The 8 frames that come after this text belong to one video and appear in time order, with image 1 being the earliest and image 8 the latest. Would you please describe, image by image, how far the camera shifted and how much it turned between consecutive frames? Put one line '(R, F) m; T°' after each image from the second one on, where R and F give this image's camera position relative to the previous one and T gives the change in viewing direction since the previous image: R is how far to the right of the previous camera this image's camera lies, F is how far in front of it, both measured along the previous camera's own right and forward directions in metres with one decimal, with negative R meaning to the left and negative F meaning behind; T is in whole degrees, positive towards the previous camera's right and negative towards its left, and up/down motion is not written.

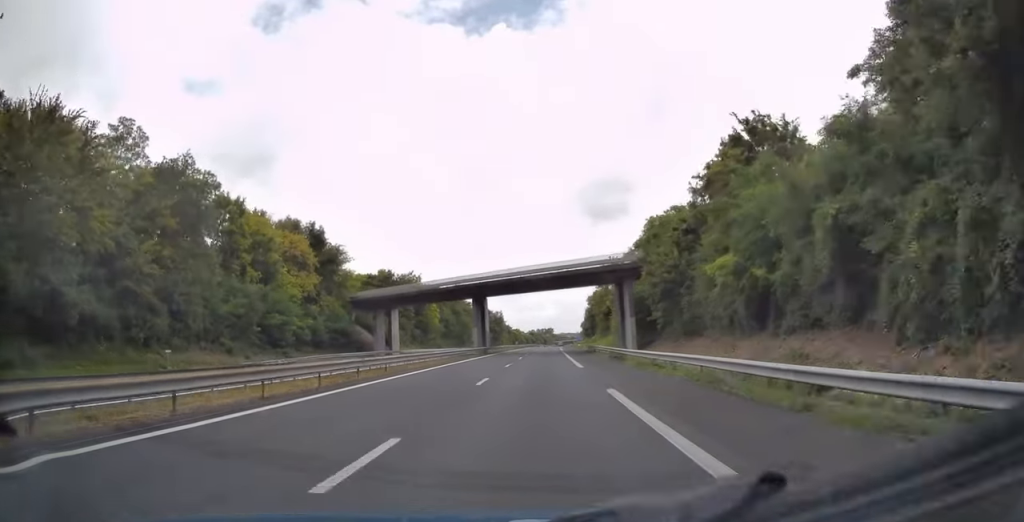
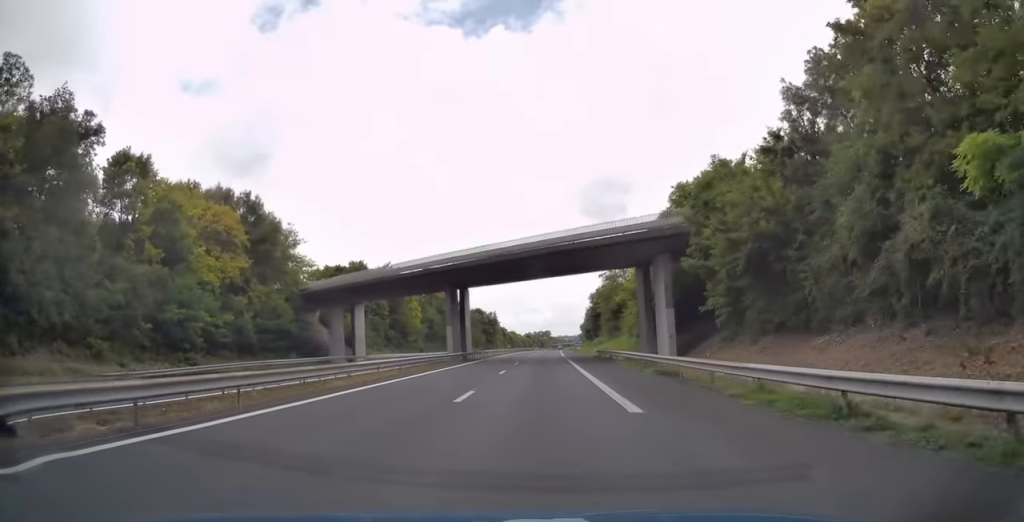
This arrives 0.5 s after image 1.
(0.0, +17.2) m; 0°
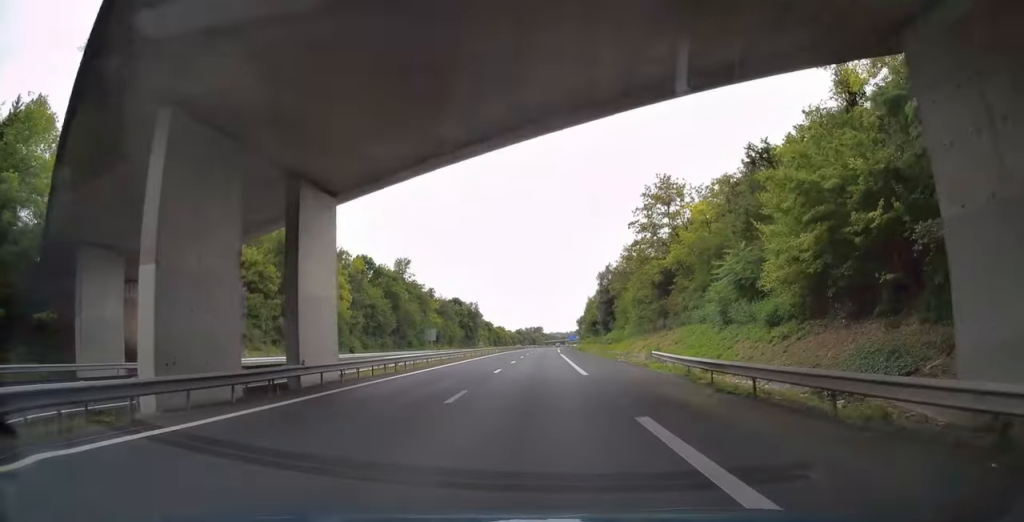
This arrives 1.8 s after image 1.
(+0.4, +39.9) m; +1°
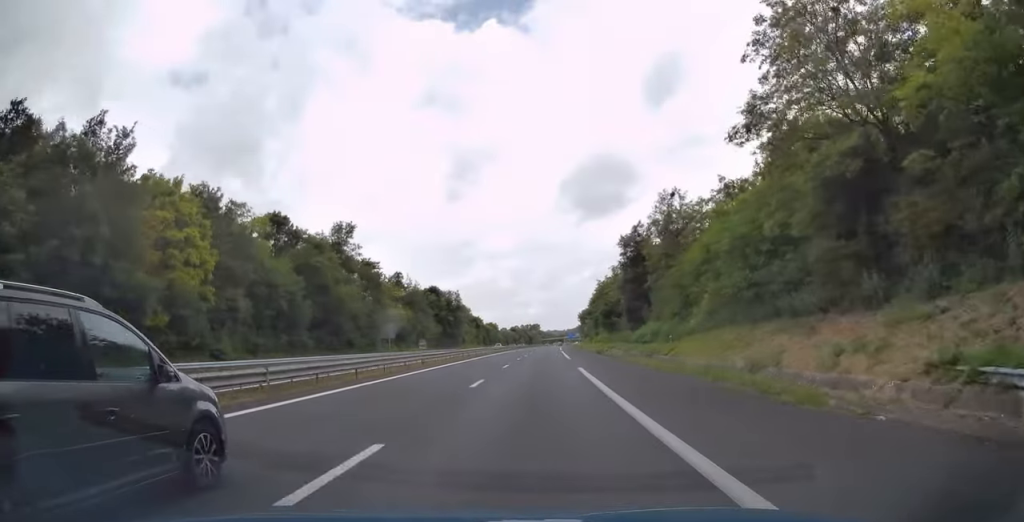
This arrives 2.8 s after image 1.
(+0.2, +34.7) m; 0°
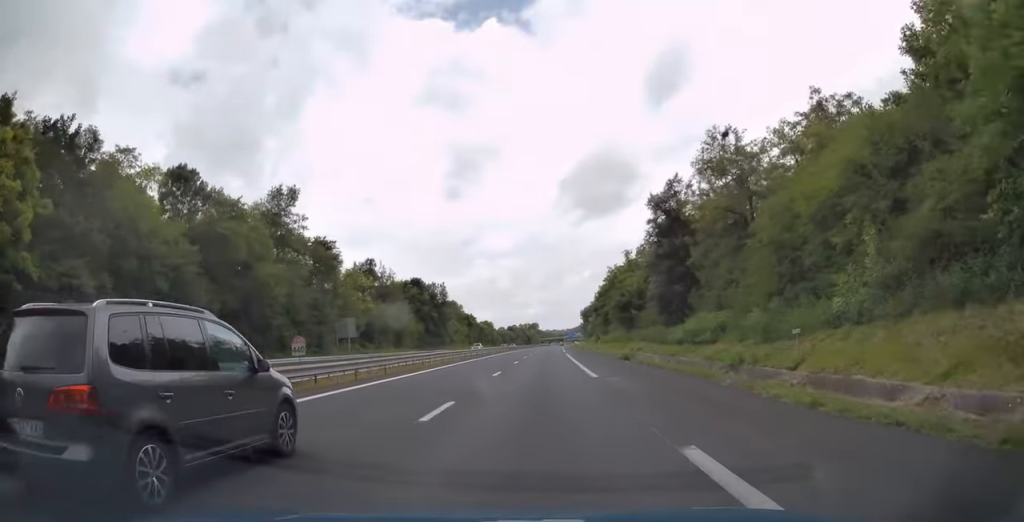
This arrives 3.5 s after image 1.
(+0.1, +20.7) m; 0°
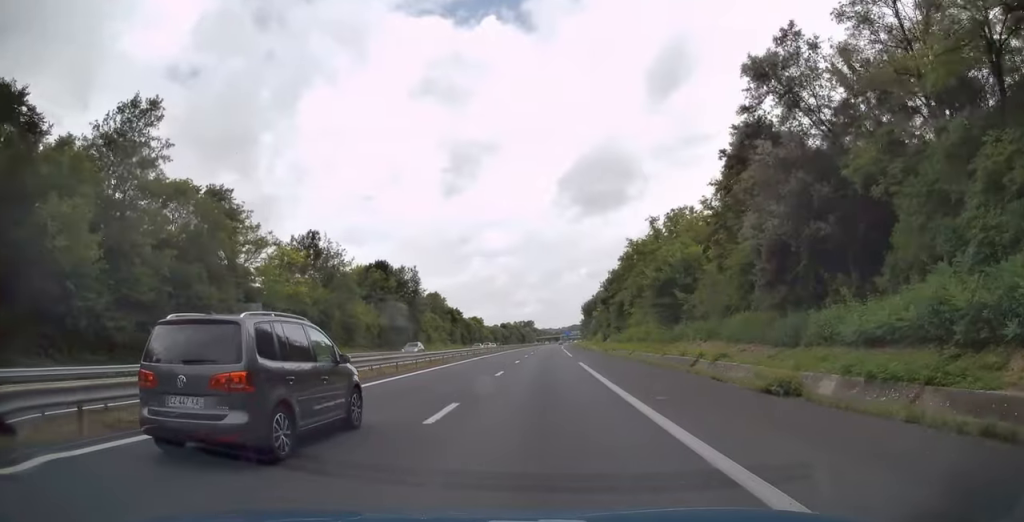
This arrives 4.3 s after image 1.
(-0.1, +26.7) m; 0°
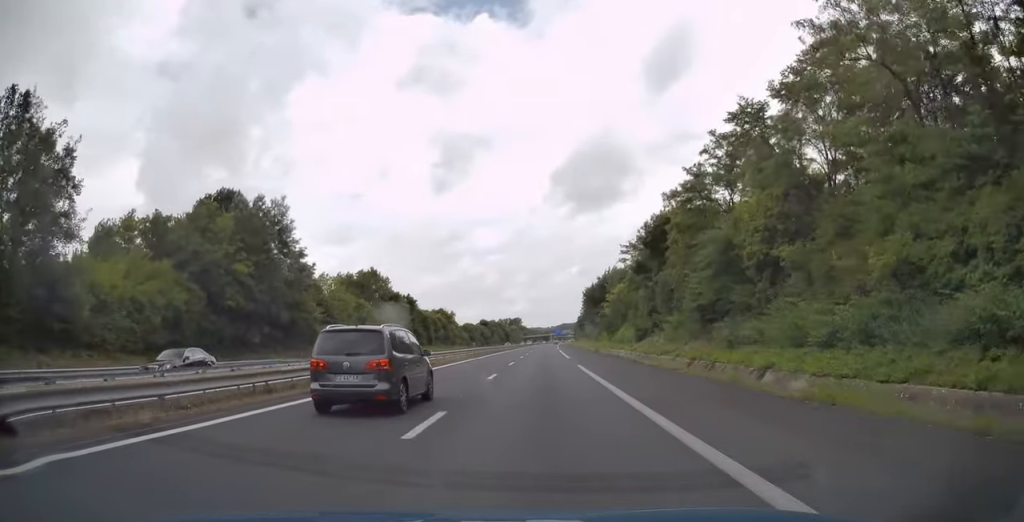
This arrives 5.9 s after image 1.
(+0.5, +53.7) m; +1°
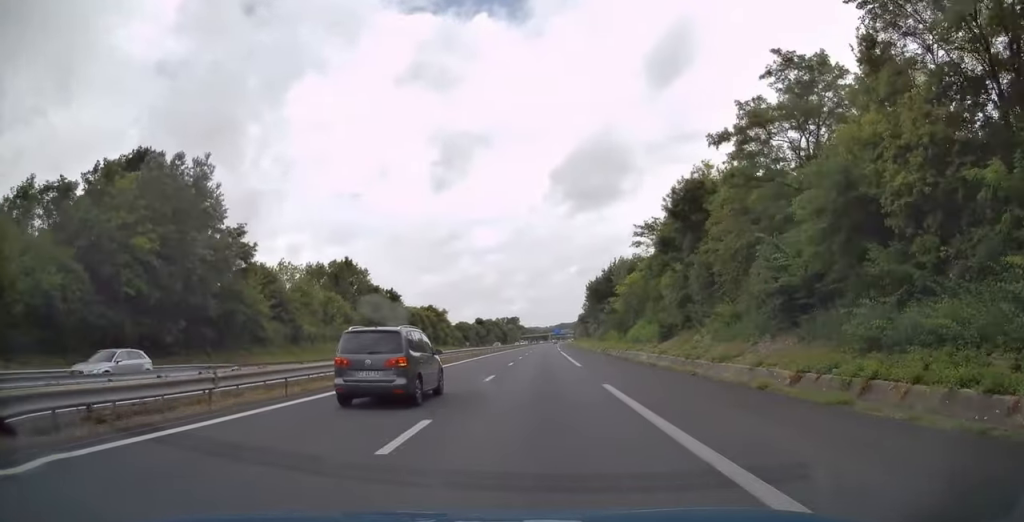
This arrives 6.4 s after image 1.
(0.0, +14.1) m; 0°
